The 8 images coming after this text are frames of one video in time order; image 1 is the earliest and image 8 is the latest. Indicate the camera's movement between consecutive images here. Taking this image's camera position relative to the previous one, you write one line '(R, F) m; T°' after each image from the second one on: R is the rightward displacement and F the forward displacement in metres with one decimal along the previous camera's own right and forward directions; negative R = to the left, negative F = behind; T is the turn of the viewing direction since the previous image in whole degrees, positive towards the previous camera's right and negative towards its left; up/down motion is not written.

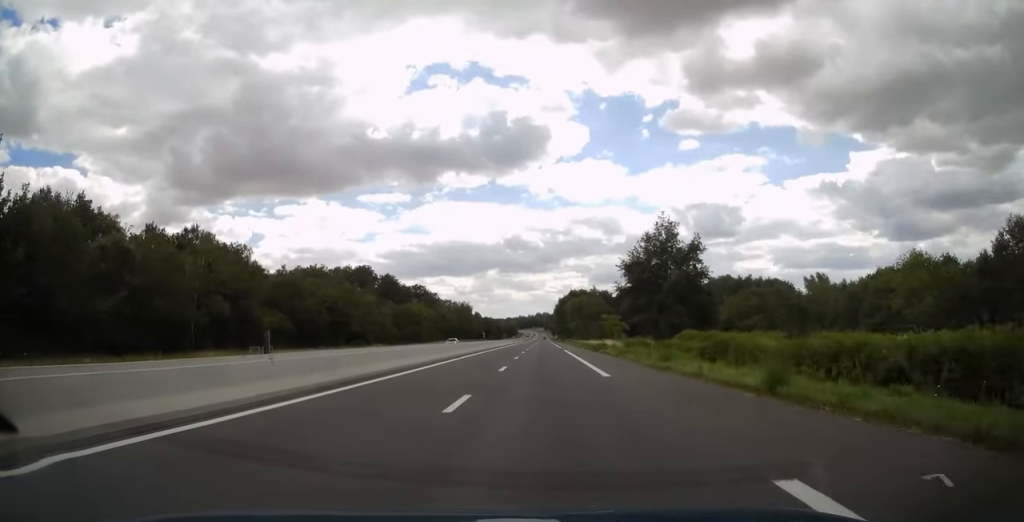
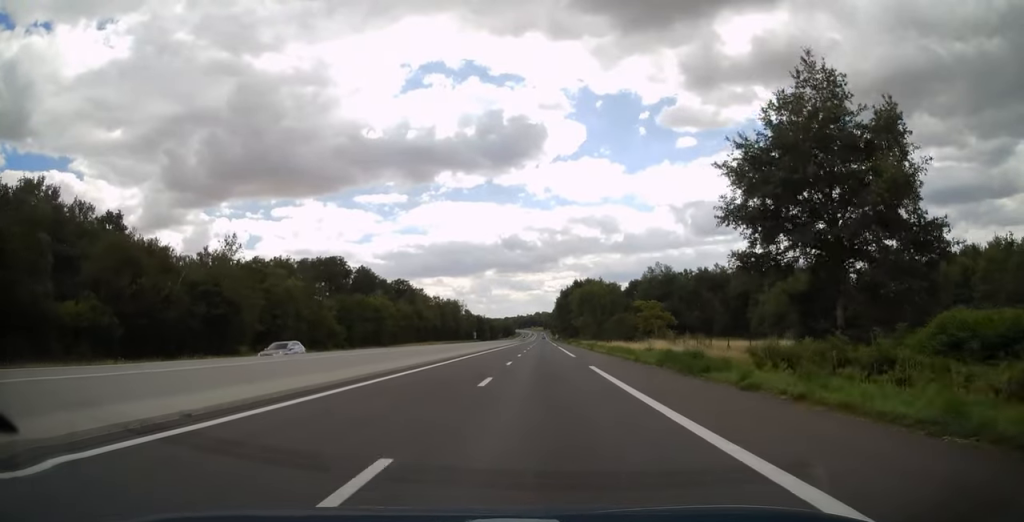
(0.0, +33.0) m; 0°
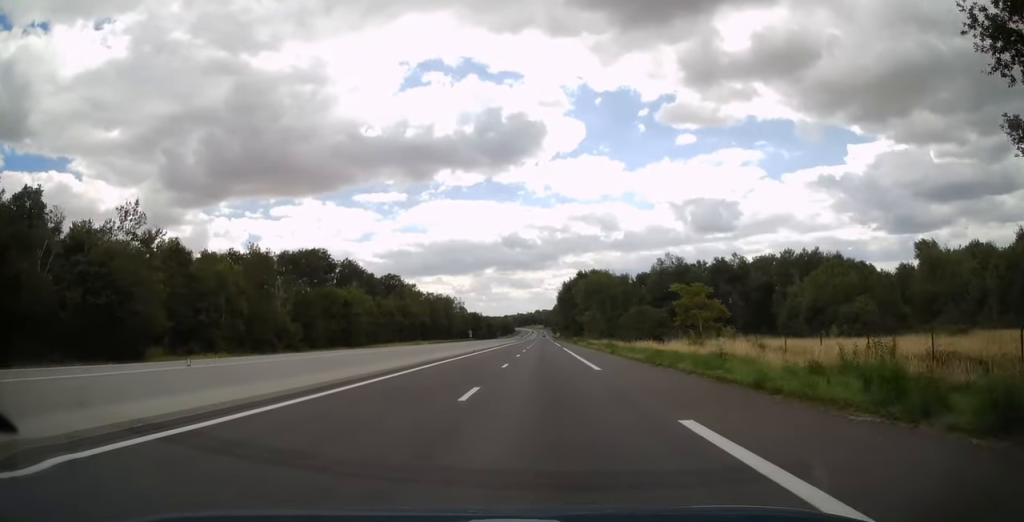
(0.0, +16.7) m; 0°
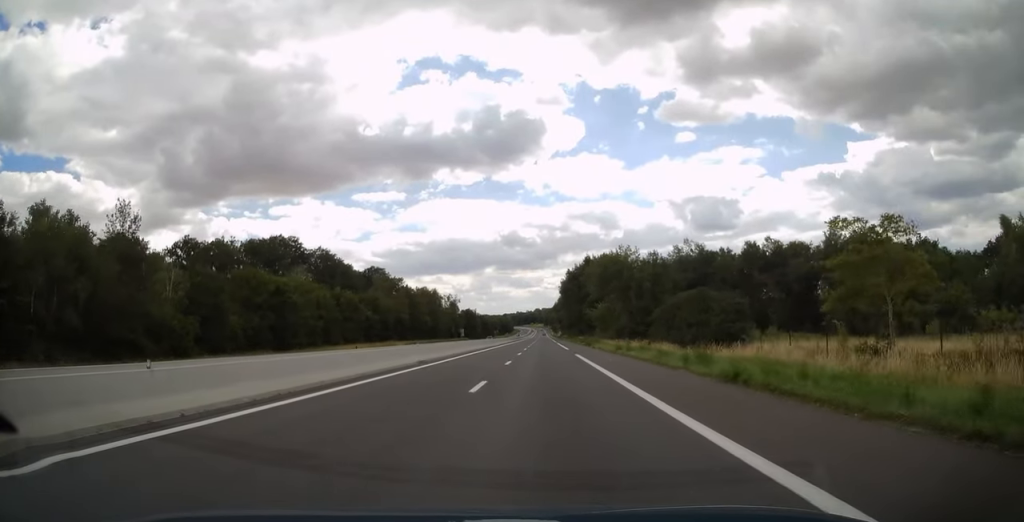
(+0.1, +24.2) m; 0°
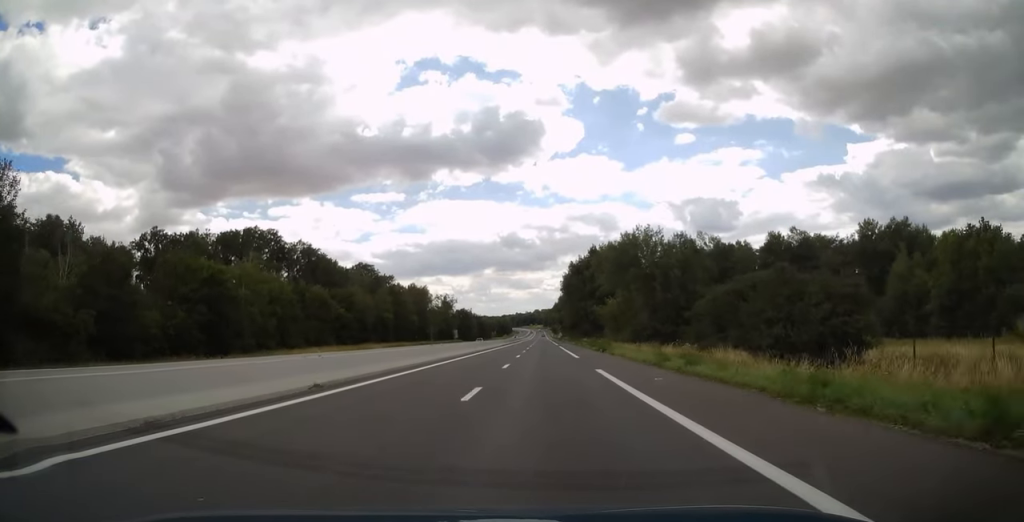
(-0.2, +14.4) m; 0°
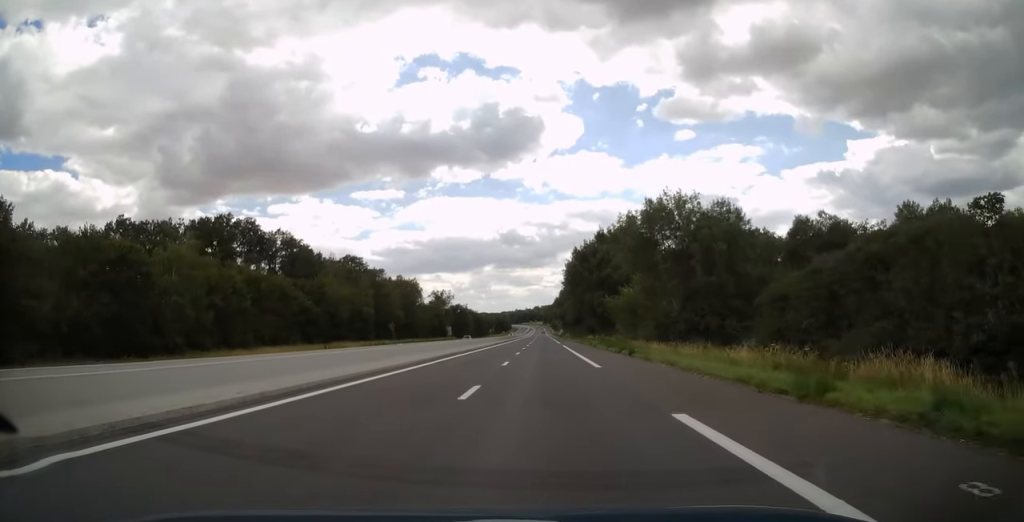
(-0.2, +13.4) m; 0°
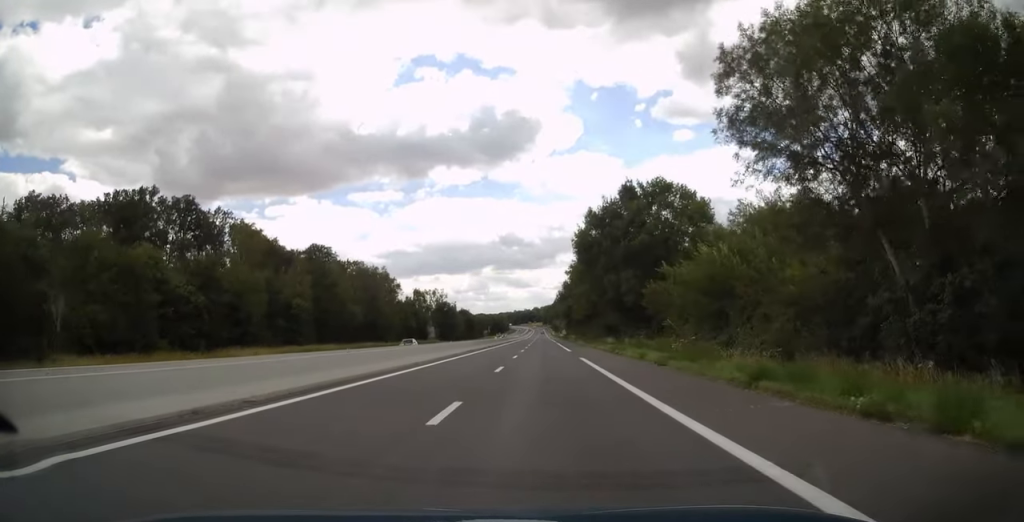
(+0.3, +29.1) m; +1°
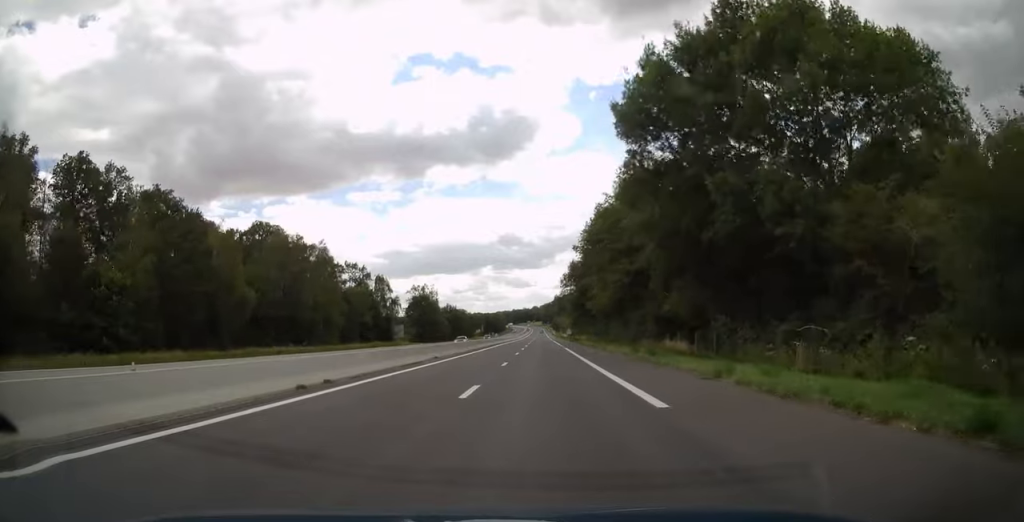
(+0.1, +34.9) m; 0°
